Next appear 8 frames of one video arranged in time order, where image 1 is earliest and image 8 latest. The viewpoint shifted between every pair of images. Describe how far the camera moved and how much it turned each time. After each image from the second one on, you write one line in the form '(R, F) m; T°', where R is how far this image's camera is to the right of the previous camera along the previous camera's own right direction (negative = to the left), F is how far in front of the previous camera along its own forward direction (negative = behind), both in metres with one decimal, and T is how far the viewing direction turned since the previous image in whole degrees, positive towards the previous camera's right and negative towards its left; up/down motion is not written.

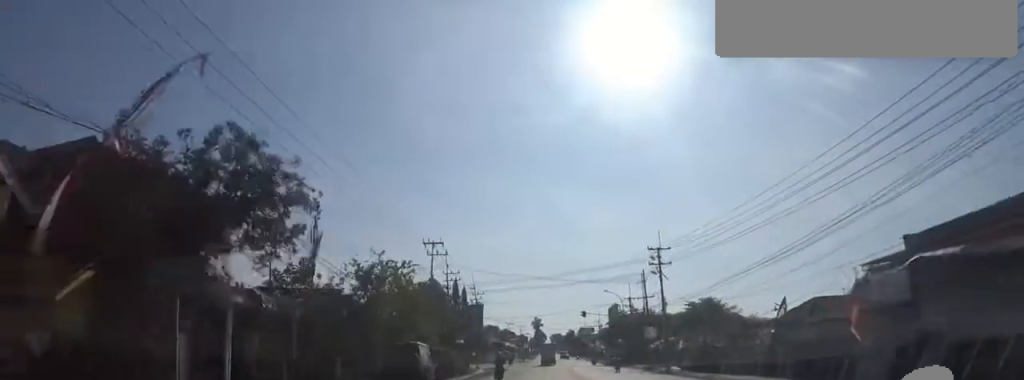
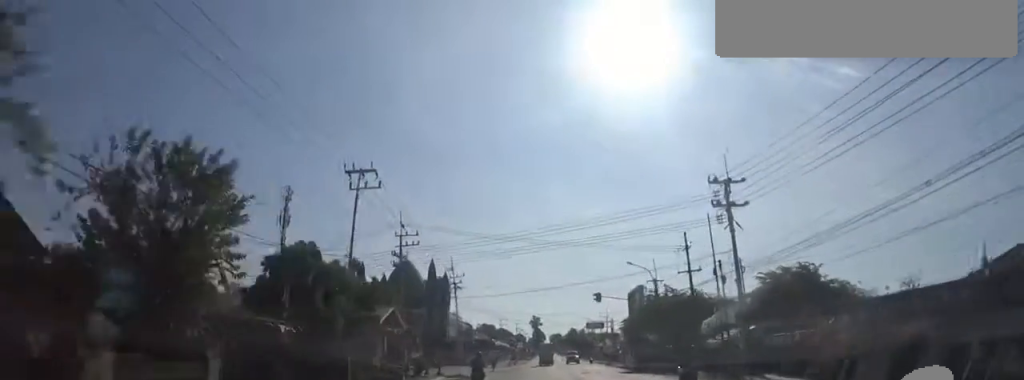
(0.0, +17.9) m; 0°
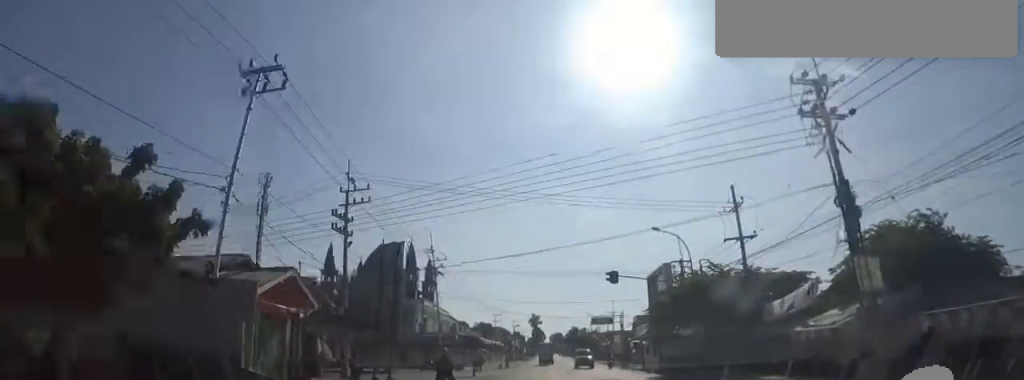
(+0.3, +10.7) m; 0°
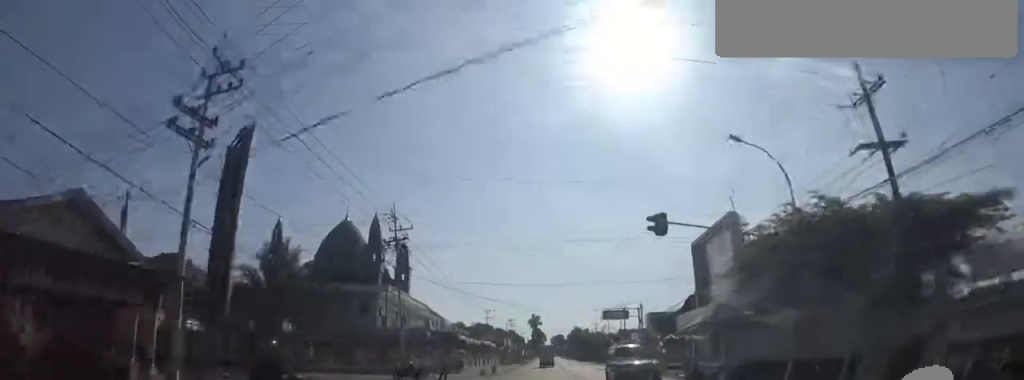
(-1.0, +12.9) m; 0°
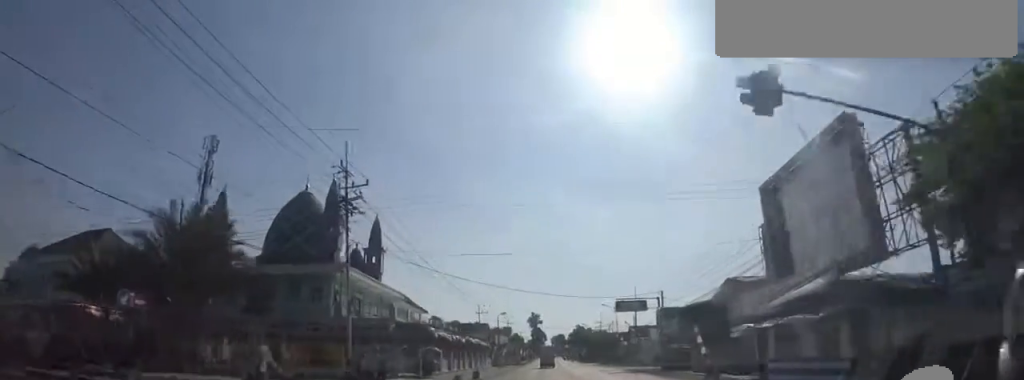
(+0.7, +9.9) m; 0°
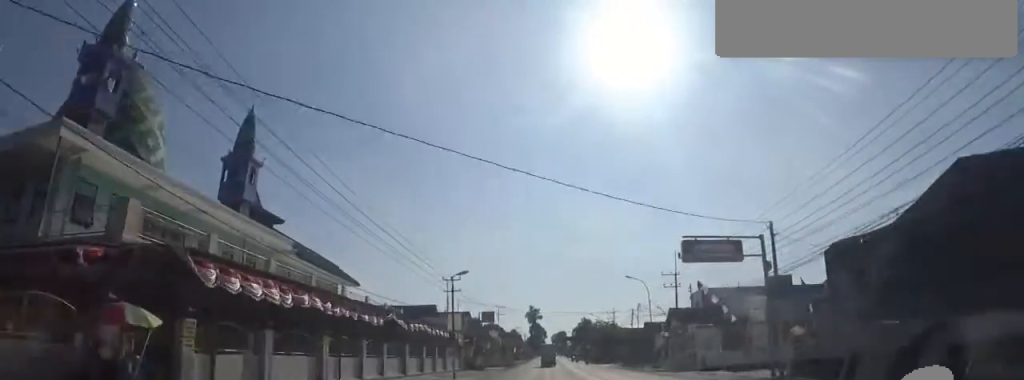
(-0.7, +23.2) m; 0°
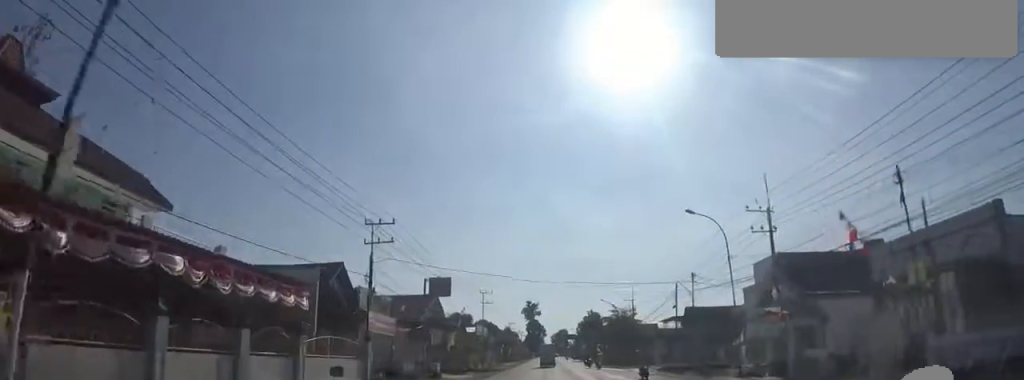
(+1.2, +22.3) m; 0°
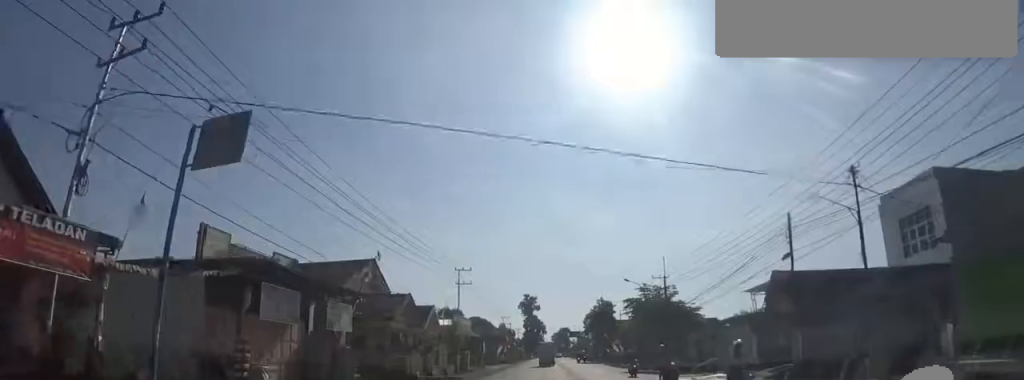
(-1.5, +20.4) m; 0°
